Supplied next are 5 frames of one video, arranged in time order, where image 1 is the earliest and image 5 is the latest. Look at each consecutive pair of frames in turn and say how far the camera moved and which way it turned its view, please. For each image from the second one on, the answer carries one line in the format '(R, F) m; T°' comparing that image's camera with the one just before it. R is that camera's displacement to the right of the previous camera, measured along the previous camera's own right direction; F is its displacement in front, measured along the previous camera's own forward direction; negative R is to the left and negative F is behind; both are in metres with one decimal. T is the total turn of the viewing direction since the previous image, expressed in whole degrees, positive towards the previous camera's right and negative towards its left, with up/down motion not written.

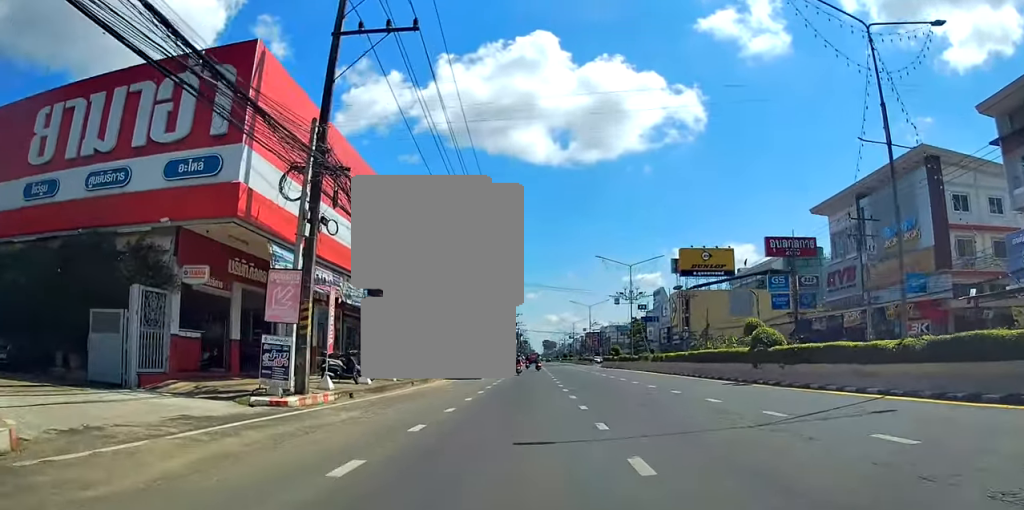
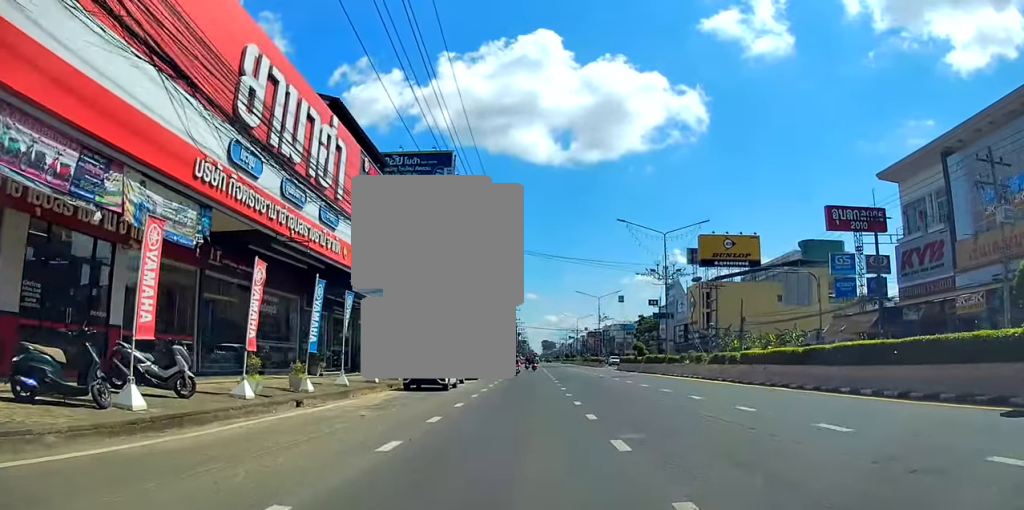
(-0.8, +15.3) m; 0°
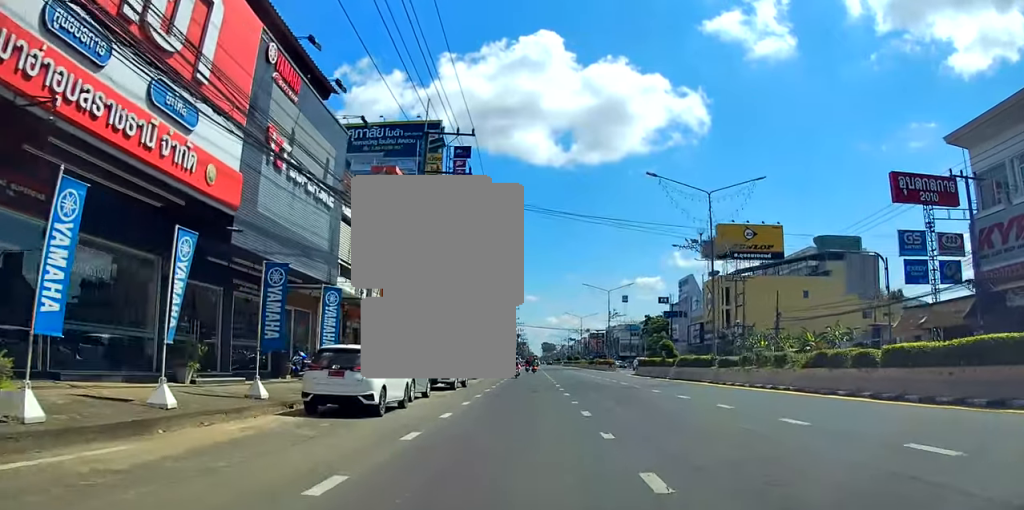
(+0.6, +11.3) m; +4°
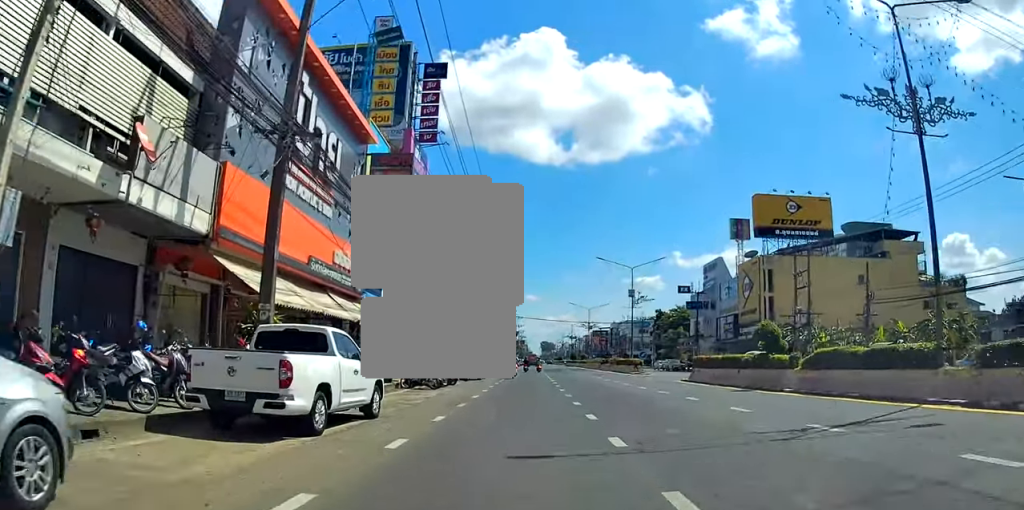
(0.0, +18.2) m; -2°
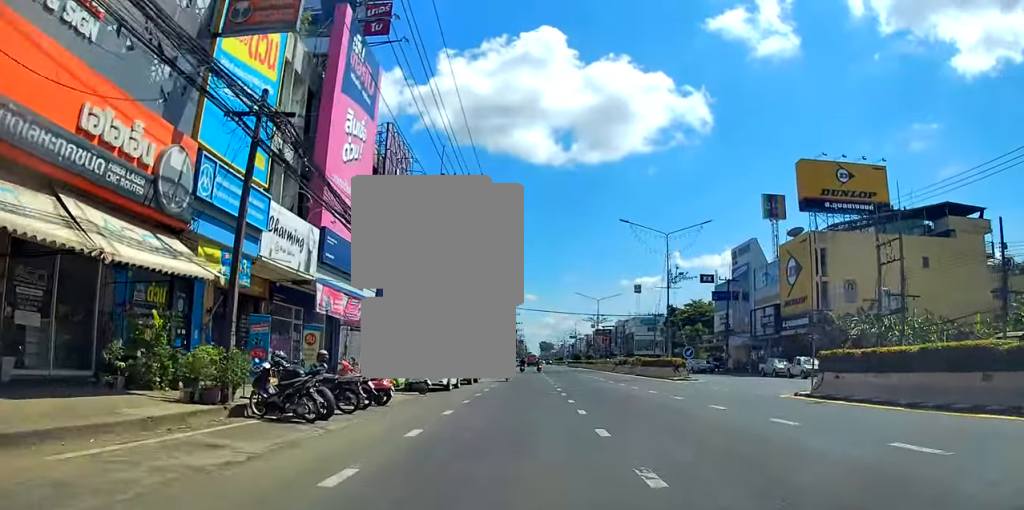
(0.0, +15.4) m; +2°
